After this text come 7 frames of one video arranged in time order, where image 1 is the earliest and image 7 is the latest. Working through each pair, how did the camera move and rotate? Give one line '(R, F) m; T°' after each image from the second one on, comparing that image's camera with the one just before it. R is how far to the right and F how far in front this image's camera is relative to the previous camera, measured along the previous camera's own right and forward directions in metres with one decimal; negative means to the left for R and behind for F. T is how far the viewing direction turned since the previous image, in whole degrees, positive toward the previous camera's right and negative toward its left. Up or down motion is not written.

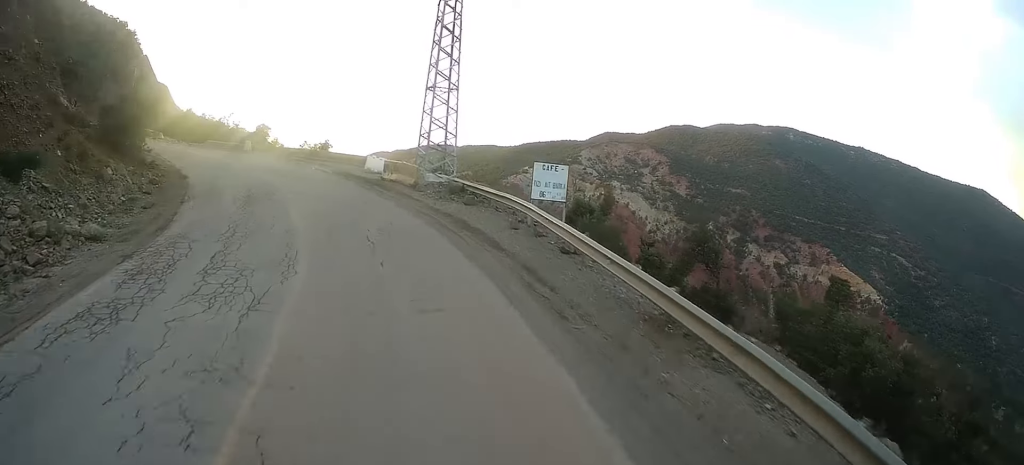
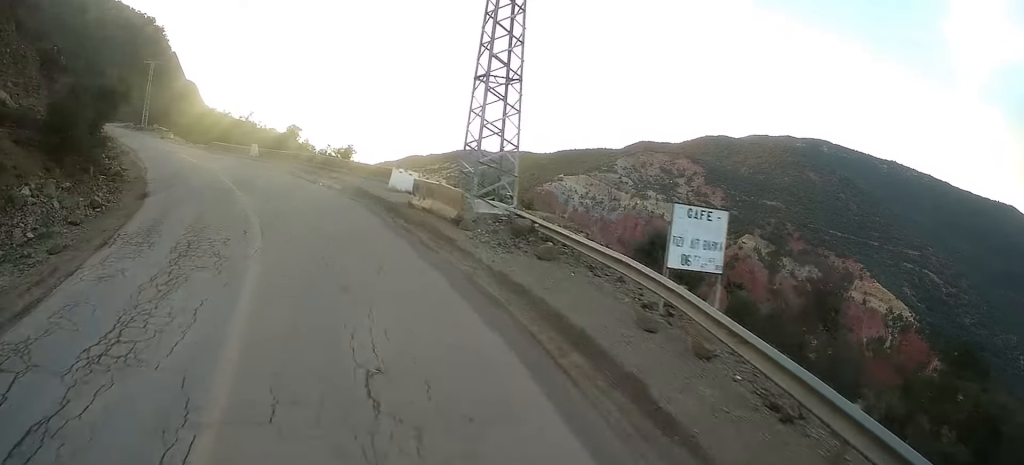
(-0.8, +7.3) m; -5°
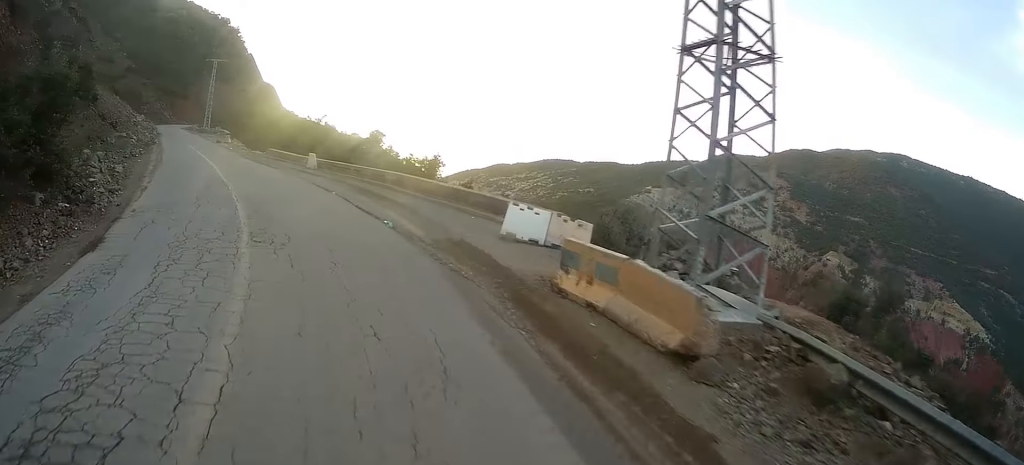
(-0.3, +8.9) m; -6°
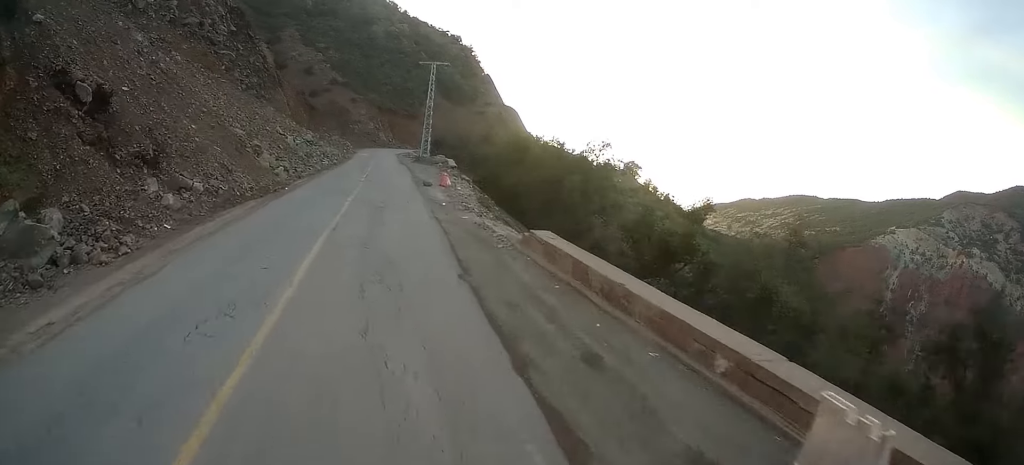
(-4.3, +27.1) m; -15°
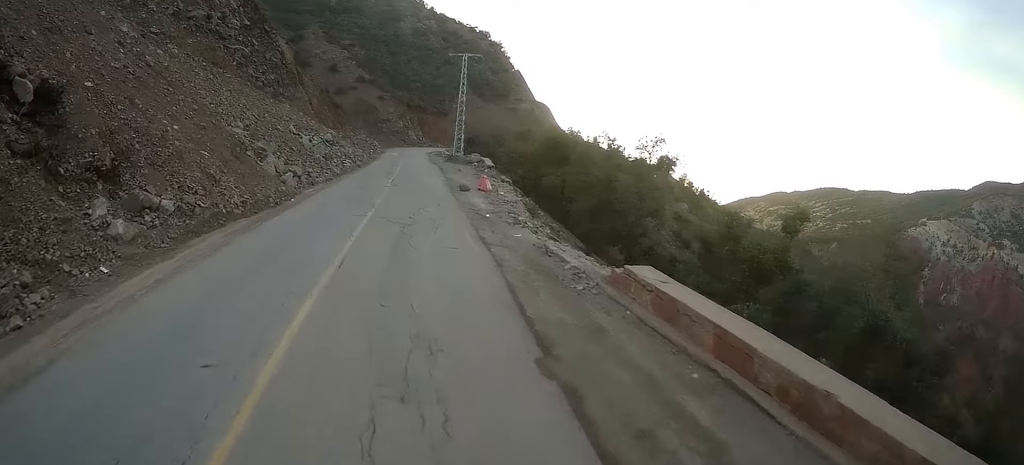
(-0.2, +4.9) m; -2°
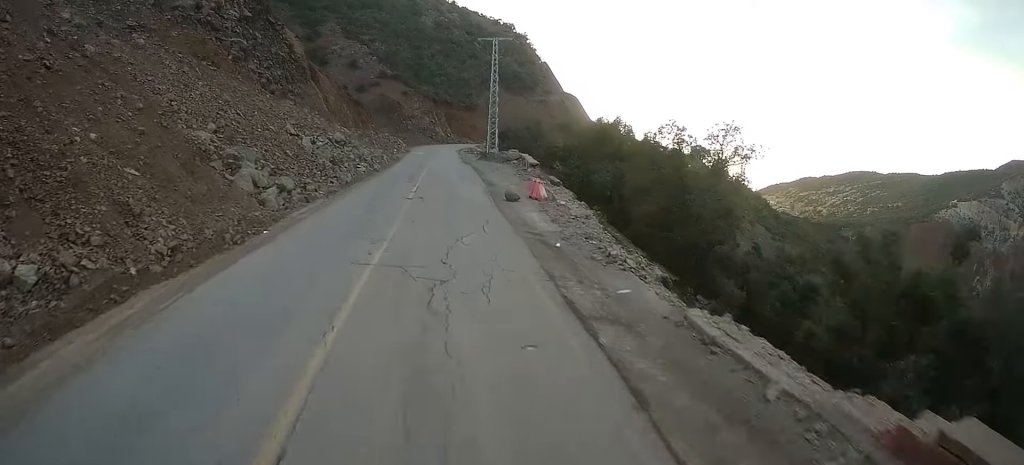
(0.0, +6.8) m; -1°
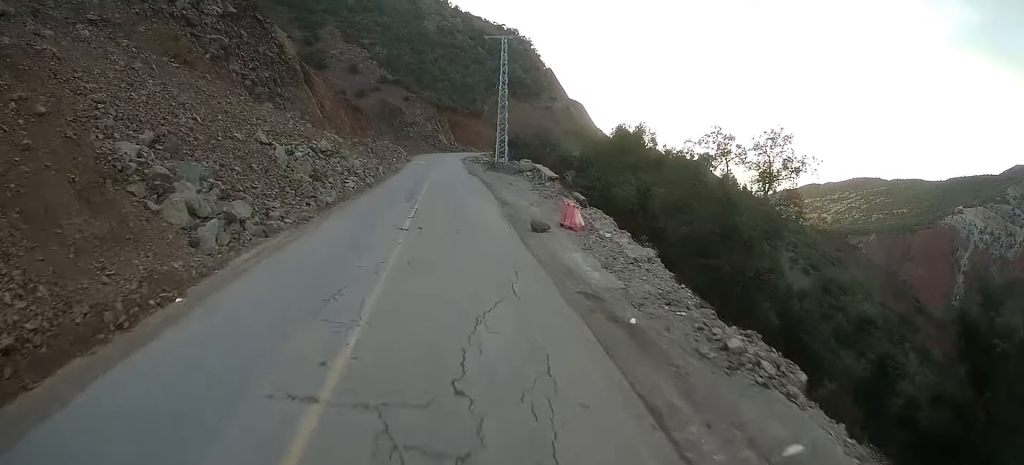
(0.0, +5.3) m; 0°
